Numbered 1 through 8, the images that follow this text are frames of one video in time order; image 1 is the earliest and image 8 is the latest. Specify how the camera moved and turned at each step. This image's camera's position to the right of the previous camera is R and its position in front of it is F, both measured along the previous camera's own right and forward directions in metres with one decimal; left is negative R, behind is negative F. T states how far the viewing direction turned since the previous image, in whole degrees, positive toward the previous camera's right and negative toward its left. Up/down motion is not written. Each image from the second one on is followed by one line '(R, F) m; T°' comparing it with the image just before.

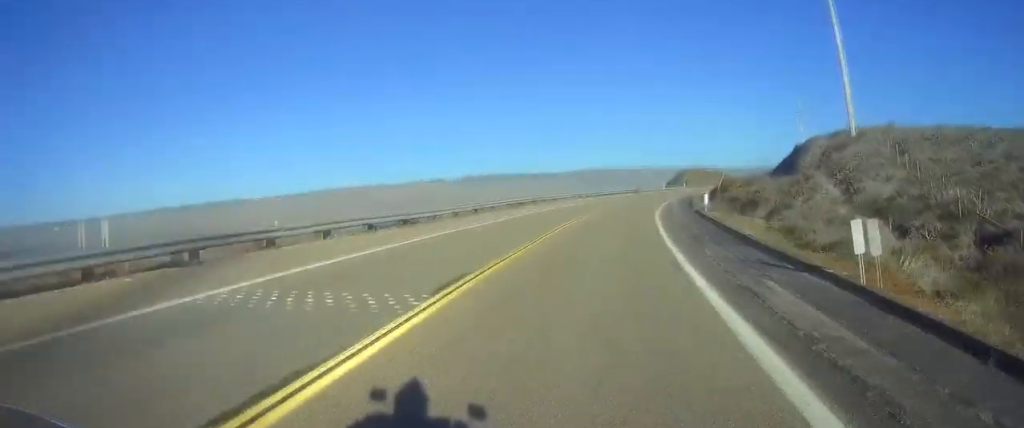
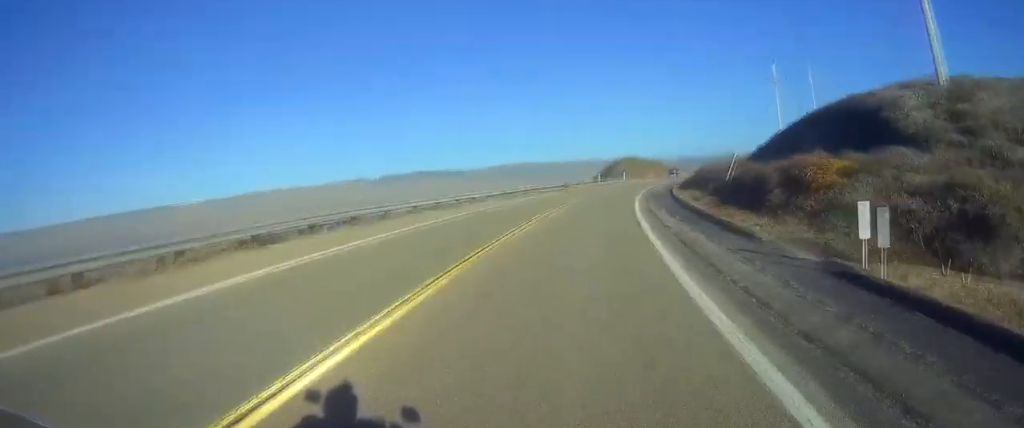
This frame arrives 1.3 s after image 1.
(0.0, +30.2) m; 0°
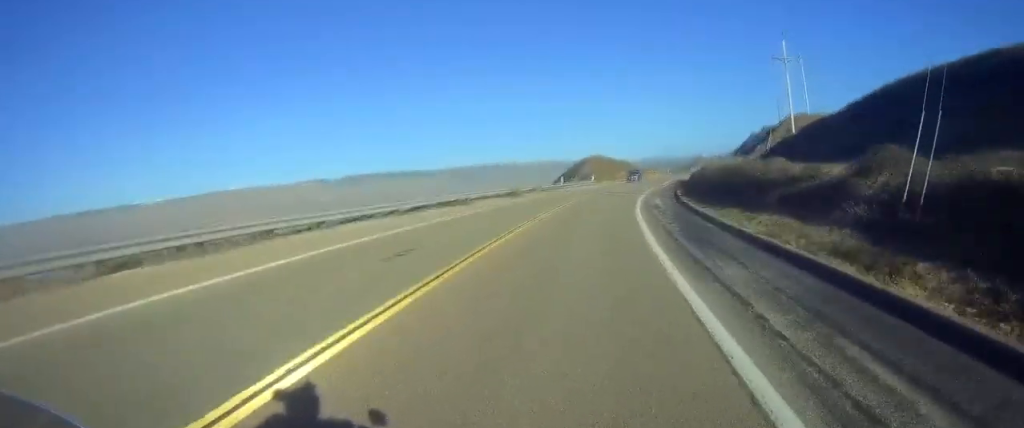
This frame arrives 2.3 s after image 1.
(0.0, +22.0) m; 0°
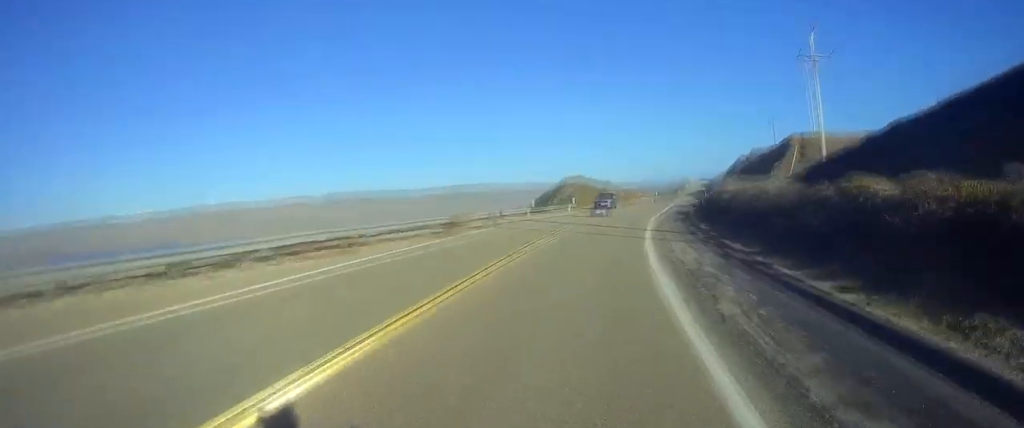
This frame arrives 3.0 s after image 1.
(0.0, +16.6) m; 0°
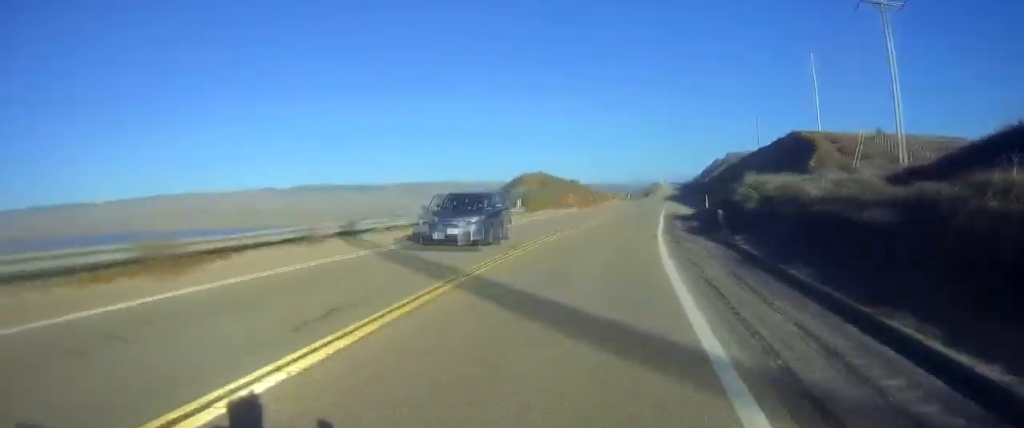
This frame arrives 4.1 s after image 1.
(+0.1, +23.4) m; +8°
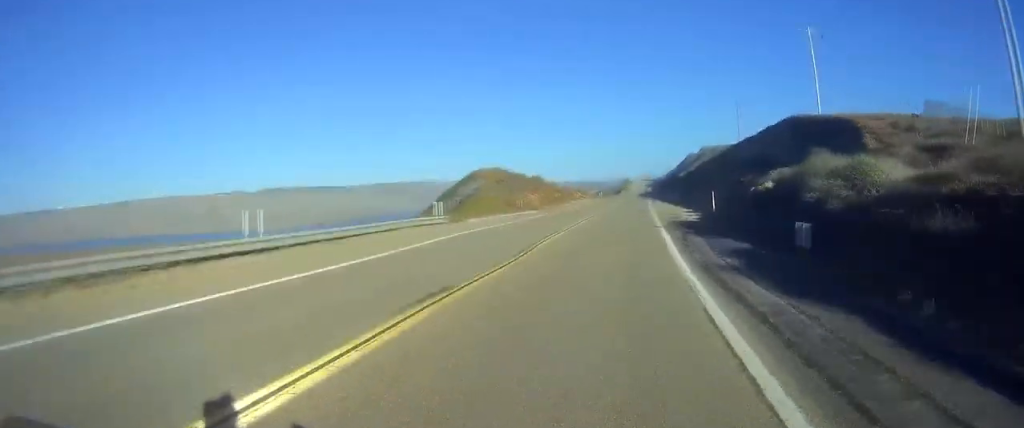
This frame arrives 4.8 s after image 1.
(+2.2, +17.3) m; +6°
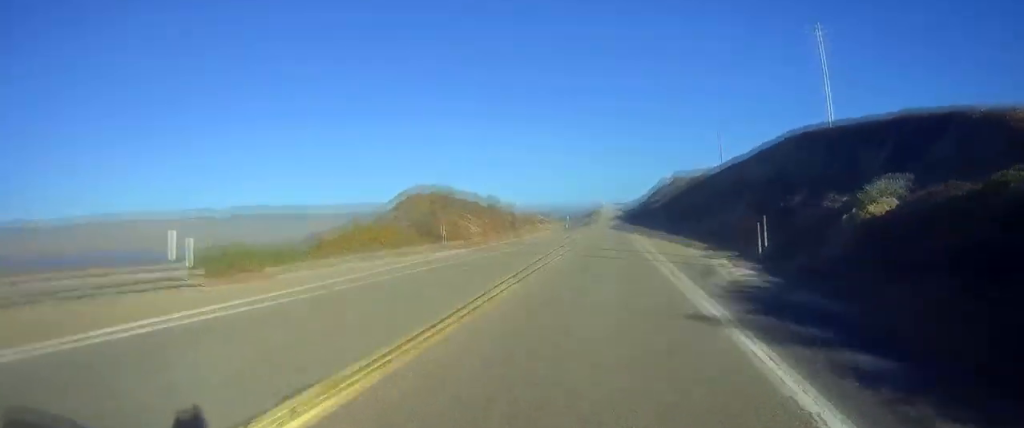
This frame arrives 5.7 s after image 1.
(+0.6, +19.8) m; +2°
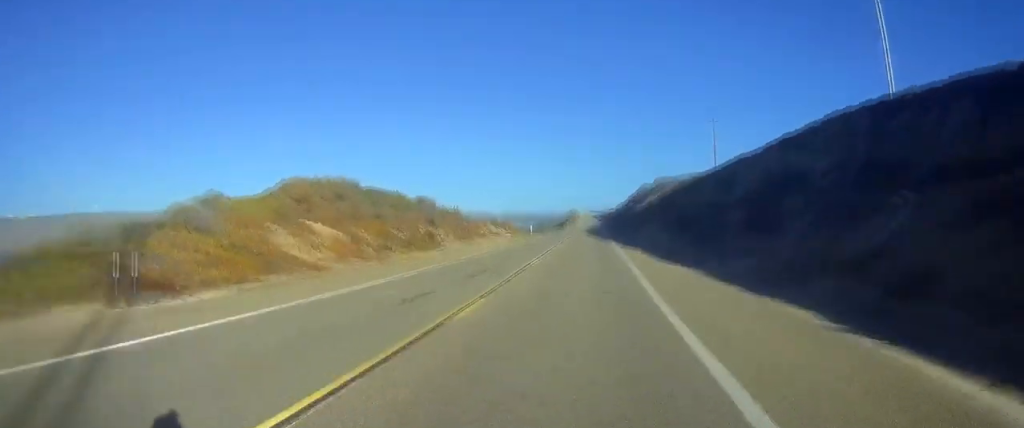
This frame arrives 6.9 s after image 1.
(0.0, +28.3) m; 0°
